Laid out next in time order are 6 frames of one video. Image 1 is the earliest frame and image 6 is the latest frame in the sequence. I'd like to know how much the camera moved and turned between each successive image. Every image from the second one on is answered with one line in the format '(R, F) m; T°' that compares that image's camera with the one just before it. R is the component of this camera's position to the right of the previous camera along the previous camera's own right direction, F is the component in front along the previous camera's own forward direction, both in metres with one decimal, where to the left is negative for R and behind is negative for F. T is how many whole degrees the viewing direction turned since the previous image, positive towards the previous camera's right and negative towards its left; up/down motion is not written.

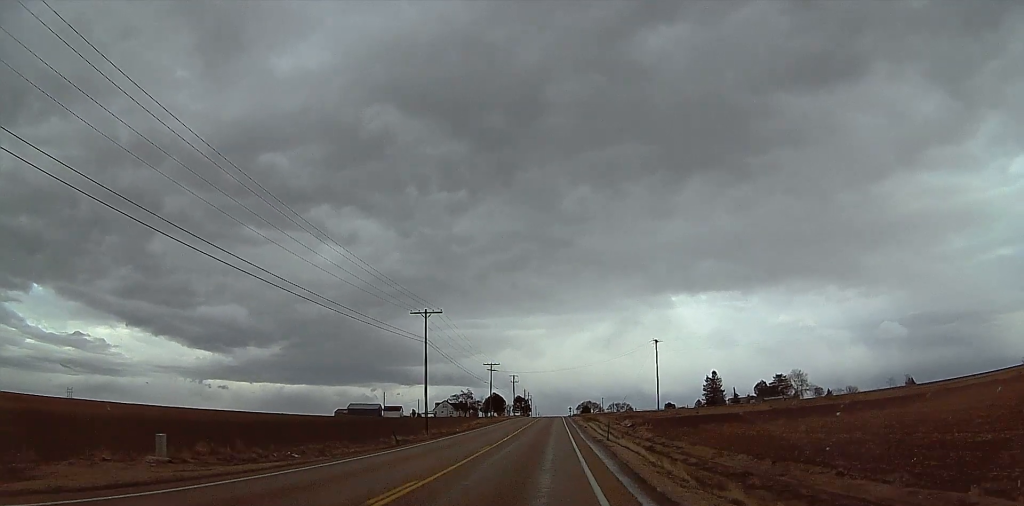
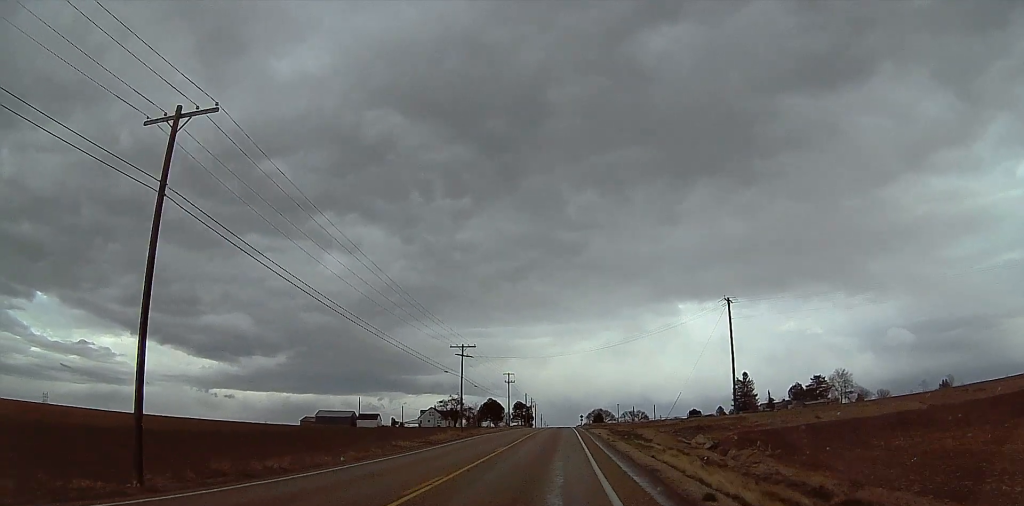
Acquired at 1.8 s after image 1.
(0.0, +43.1) m; 0°
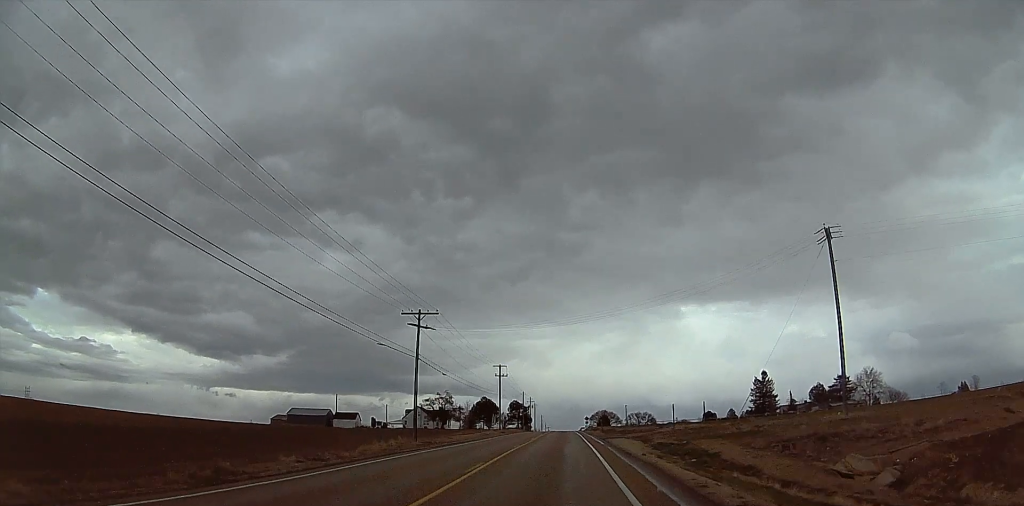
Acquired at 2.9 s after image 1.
(0.0, +25.2) m; 0°
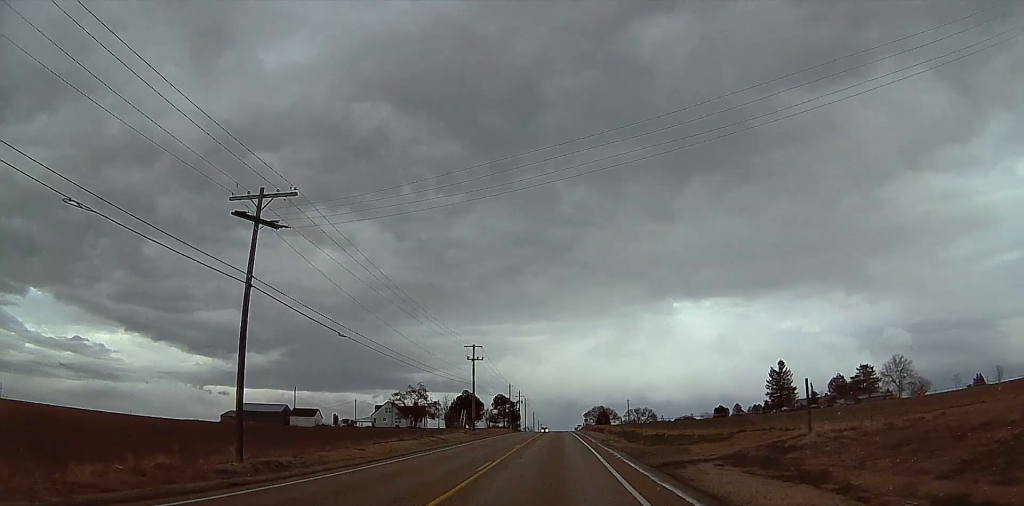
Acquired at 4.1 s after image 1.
(-0.1, +28.3) m; -3°
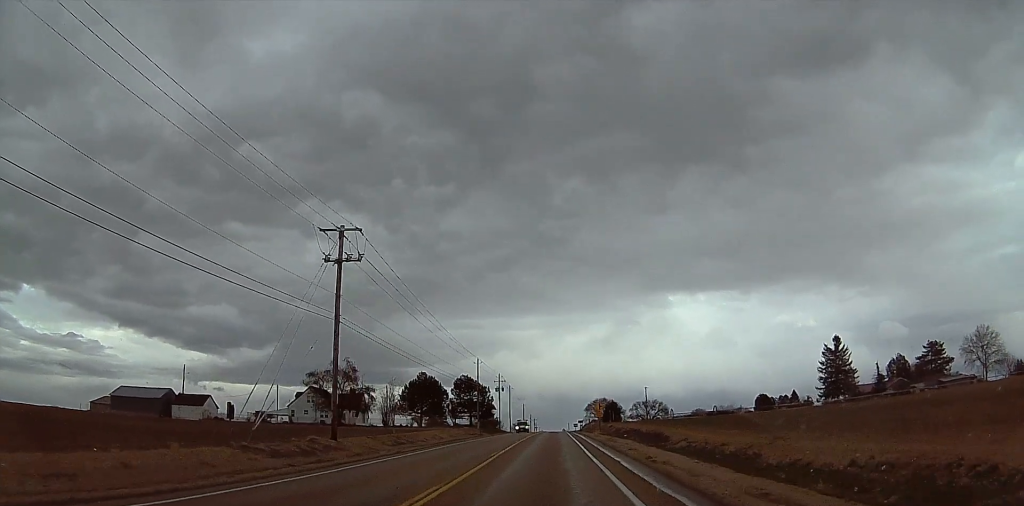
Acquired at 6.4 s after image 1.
(+0.3, +54.1) m; +3°
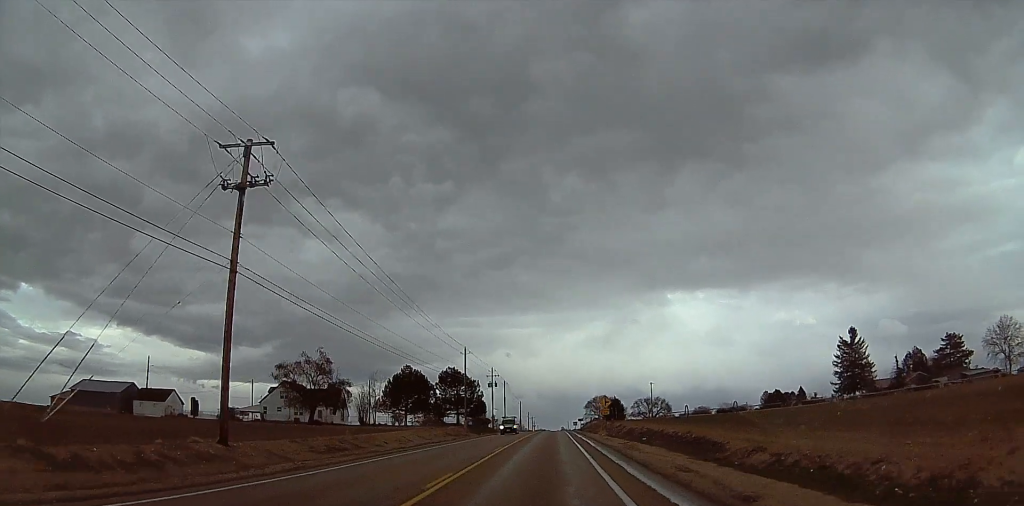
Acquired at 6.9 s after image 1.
(0.0, +11.9) m; 0°
